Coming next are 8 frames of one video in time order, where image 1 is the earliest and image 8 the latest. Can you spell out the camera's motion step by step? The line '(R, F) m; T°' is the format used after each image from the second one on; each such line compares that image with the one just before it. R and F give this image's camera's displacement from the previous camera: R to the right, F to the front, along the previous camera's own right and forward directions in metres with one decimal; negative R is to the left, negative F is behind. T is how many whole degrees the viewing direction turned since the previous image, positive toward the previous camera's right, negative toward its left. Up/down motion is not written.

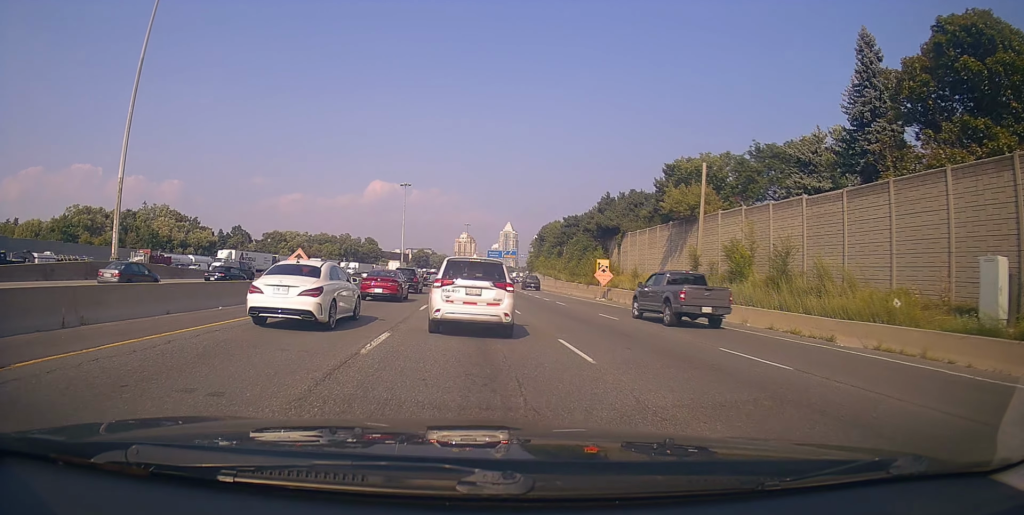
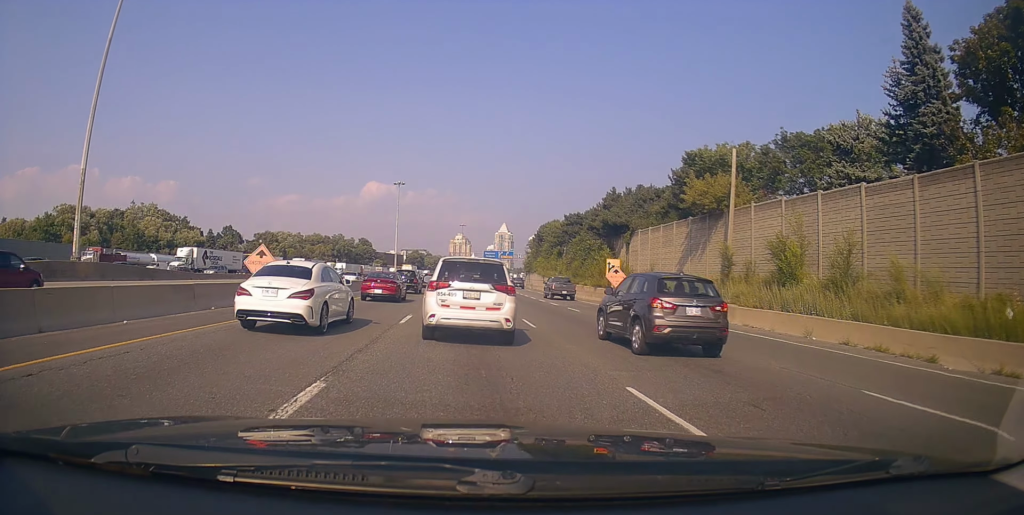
(-0.6, +6.4) m; -3°
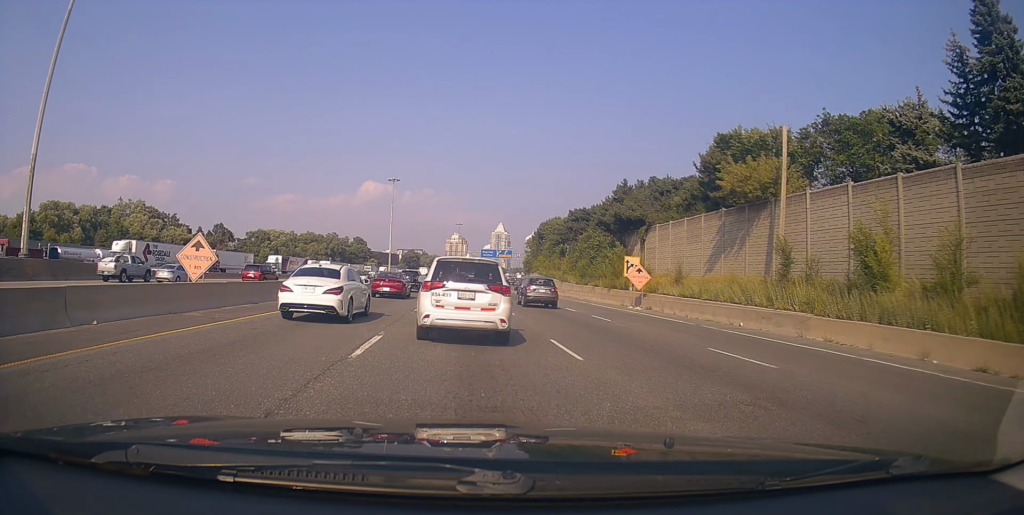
(+0.7, +6.8) m; -2°
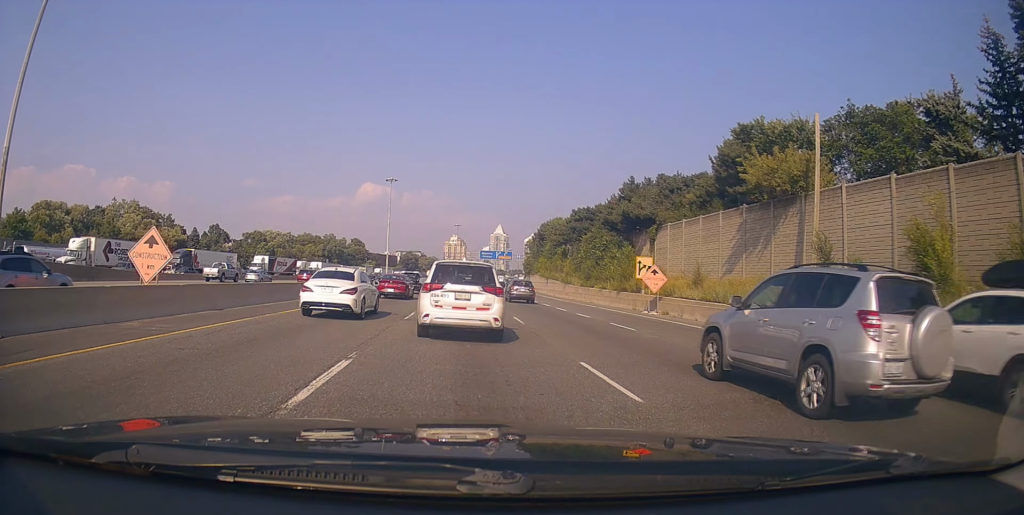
(-0.3, +3.2) m; 0°
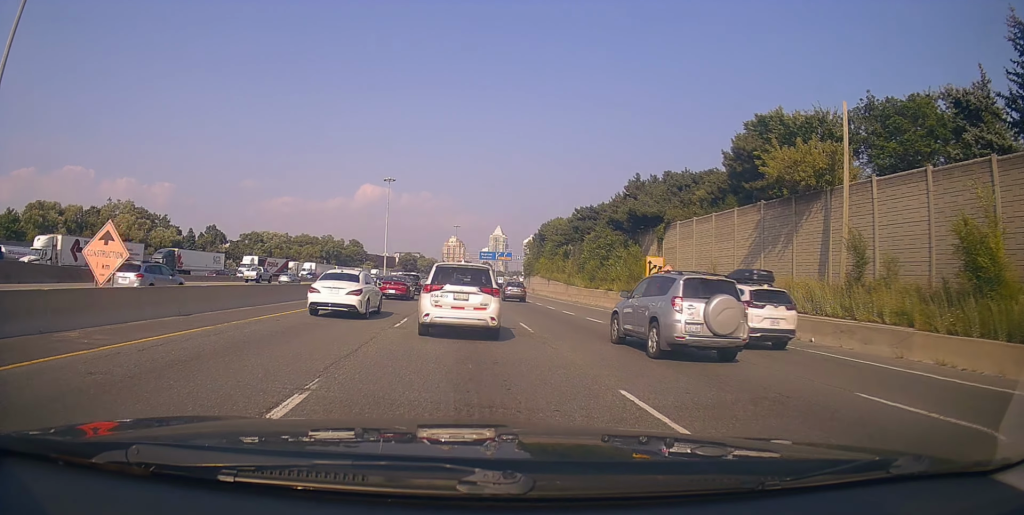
(0.0, +2.1) m; +3°
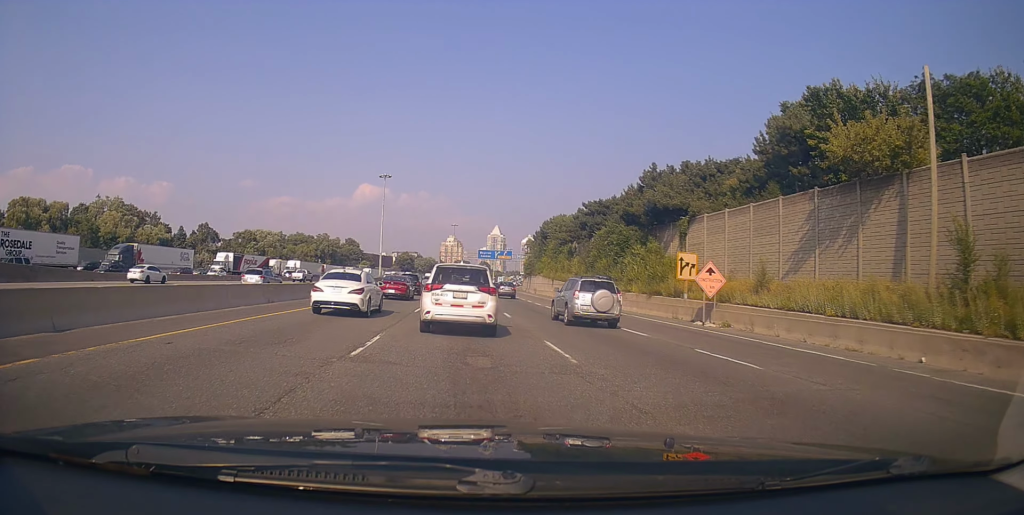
(+0.3, +4.9) m; +1°
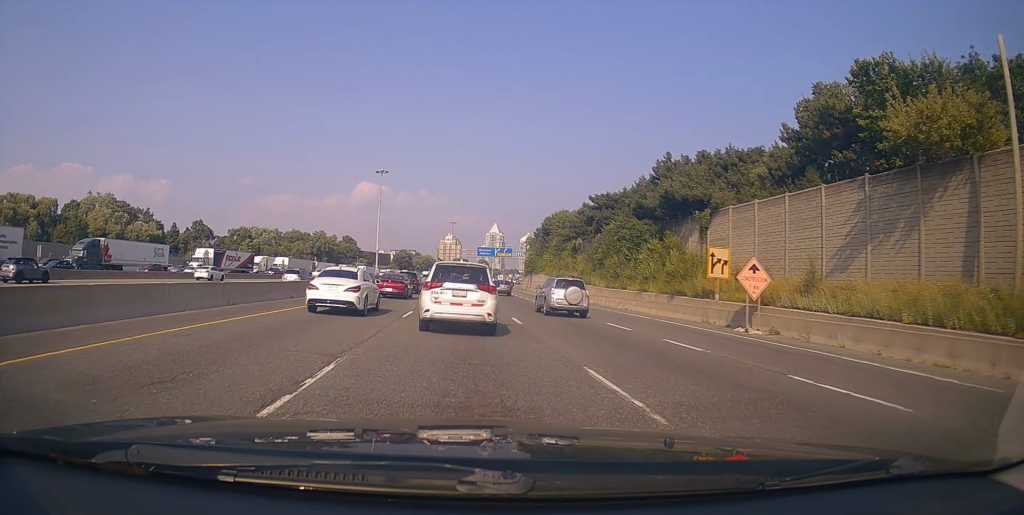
(-0.1, +3.7) m; -3°
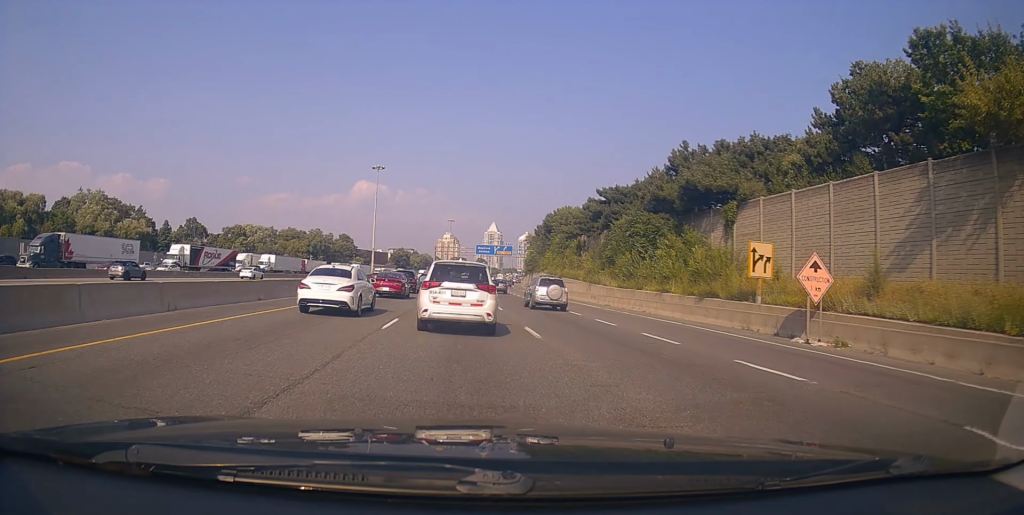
(-0.1, +4.3) m; -2°
